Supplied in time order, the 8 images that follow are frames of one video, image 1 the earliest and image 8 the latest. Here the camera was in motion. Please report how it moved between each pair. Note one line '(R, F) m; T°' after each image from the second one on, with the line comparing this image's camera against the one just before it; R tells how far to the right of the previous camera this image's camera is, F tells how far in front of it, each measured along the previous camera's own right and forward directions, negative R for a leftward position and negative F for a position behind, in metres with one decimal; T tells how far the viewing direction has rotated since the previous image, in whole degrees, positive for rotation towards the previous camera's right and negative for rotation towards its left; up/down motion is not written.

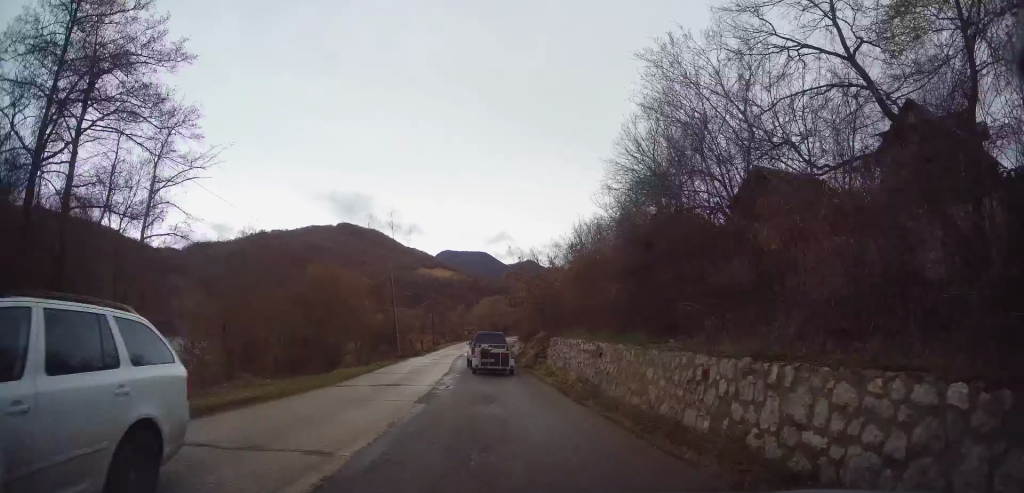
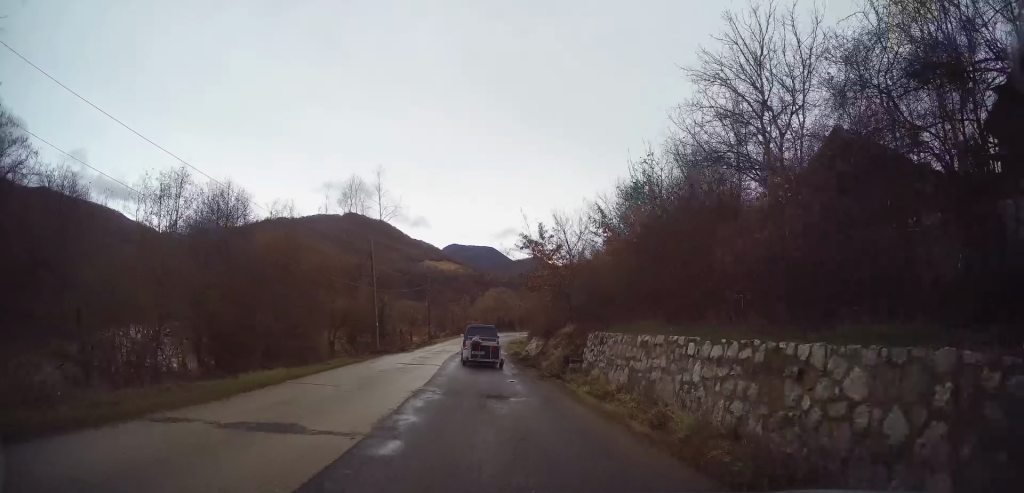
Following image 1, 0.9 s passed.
(-0.5, +9.8) m; -1°
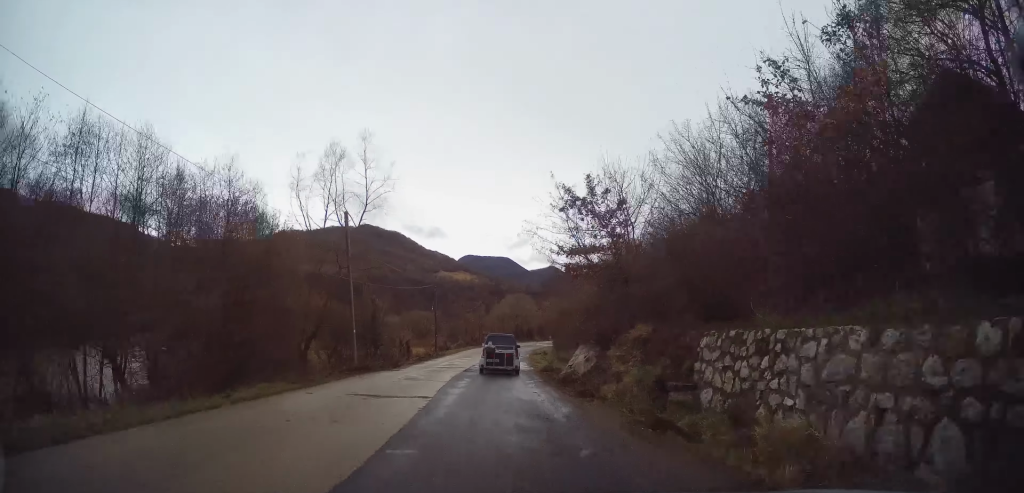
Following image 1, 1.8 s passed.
(+0.2, +9.5) m; 0°
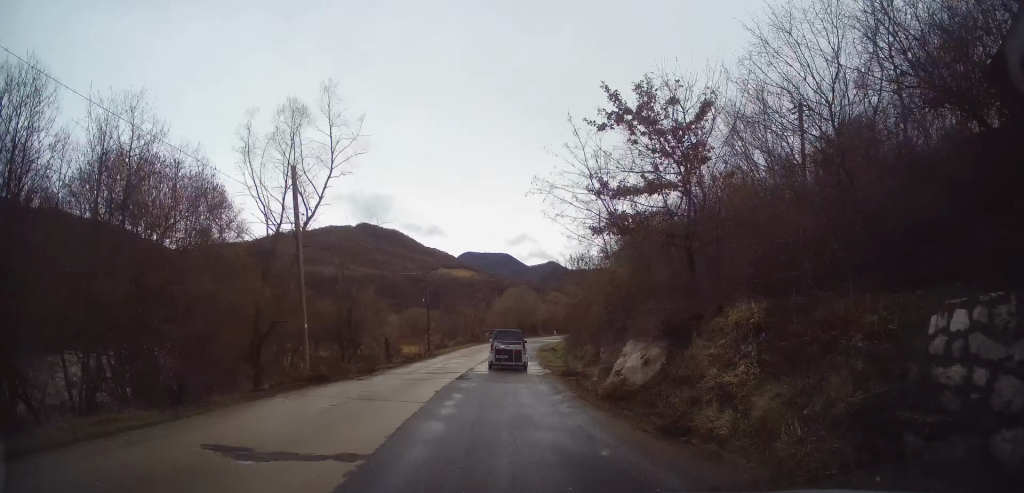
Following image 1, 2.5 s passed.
(-0.1, +6.7) m; -1°
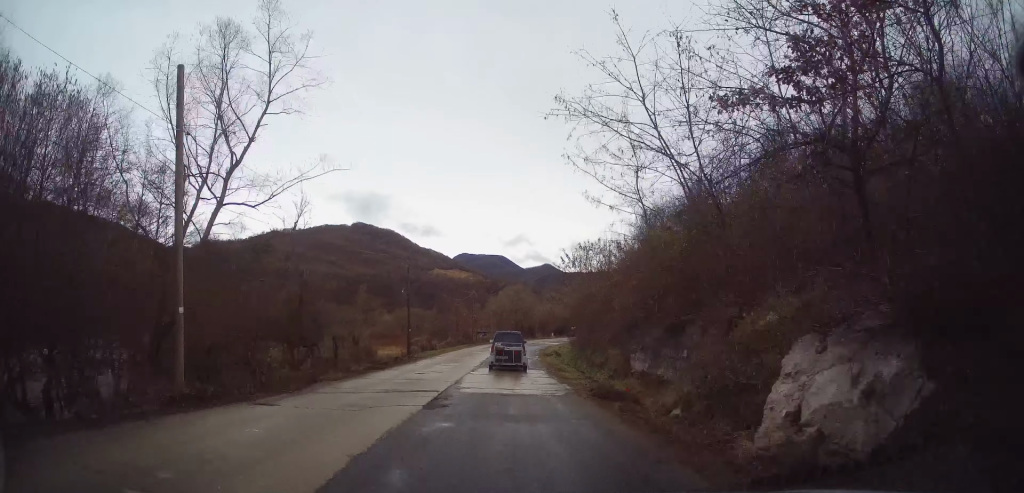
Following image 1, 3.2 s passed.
(-0.1, +7.4) m; -1°
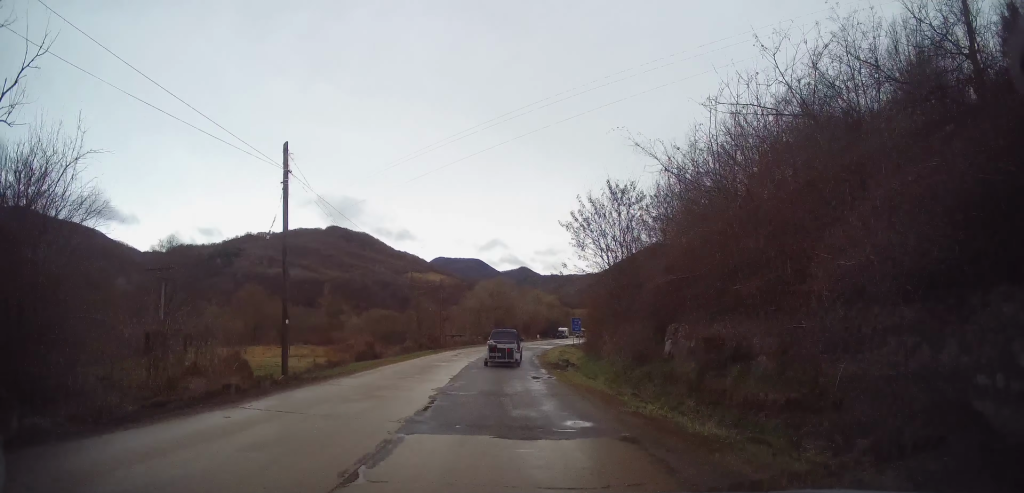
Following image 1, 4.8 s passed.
(+0.5, +17.3) m; +6°
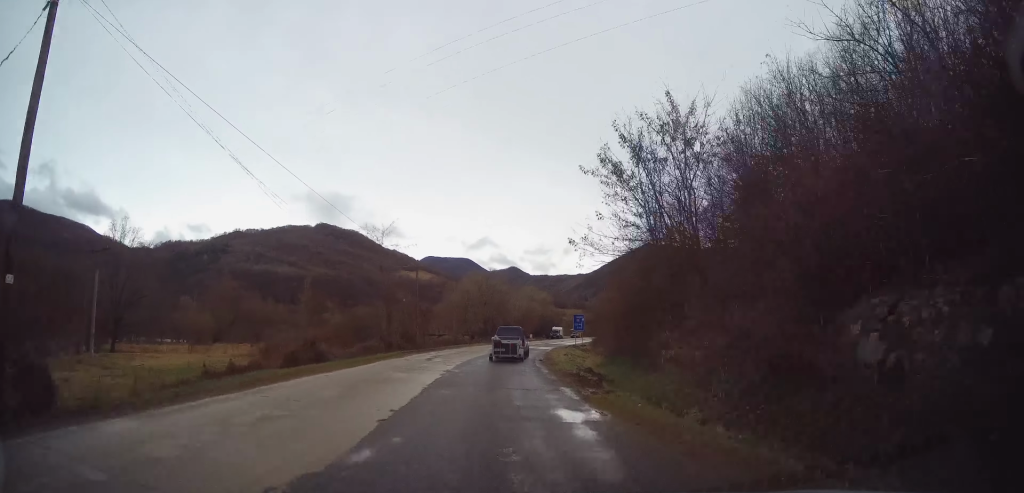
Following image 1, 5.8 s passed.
(+0.6, +9.7) m; +1°
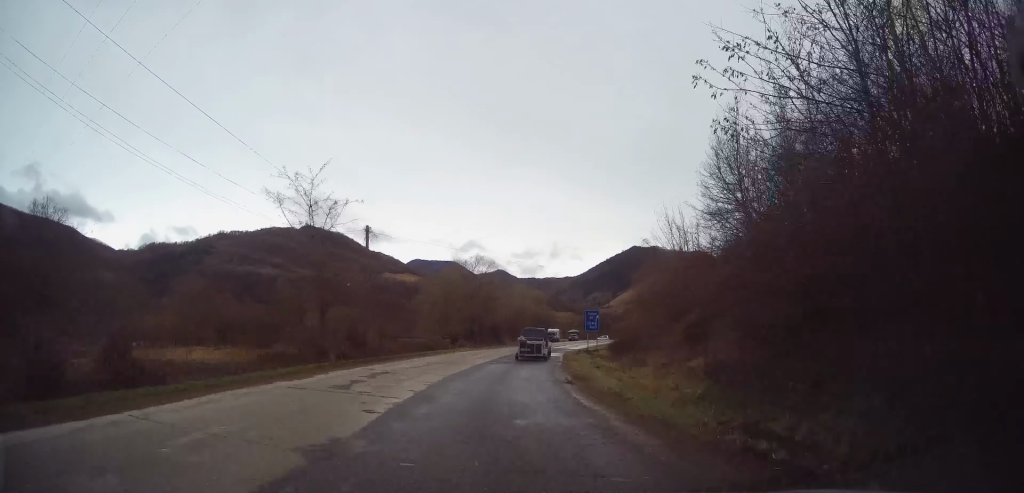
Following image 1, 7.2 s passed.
(-0.4, +13.2) m; 0°
